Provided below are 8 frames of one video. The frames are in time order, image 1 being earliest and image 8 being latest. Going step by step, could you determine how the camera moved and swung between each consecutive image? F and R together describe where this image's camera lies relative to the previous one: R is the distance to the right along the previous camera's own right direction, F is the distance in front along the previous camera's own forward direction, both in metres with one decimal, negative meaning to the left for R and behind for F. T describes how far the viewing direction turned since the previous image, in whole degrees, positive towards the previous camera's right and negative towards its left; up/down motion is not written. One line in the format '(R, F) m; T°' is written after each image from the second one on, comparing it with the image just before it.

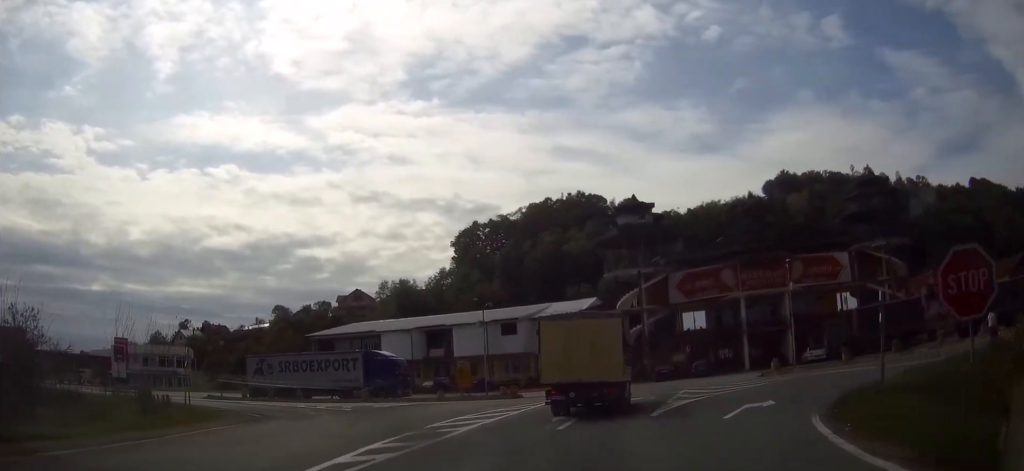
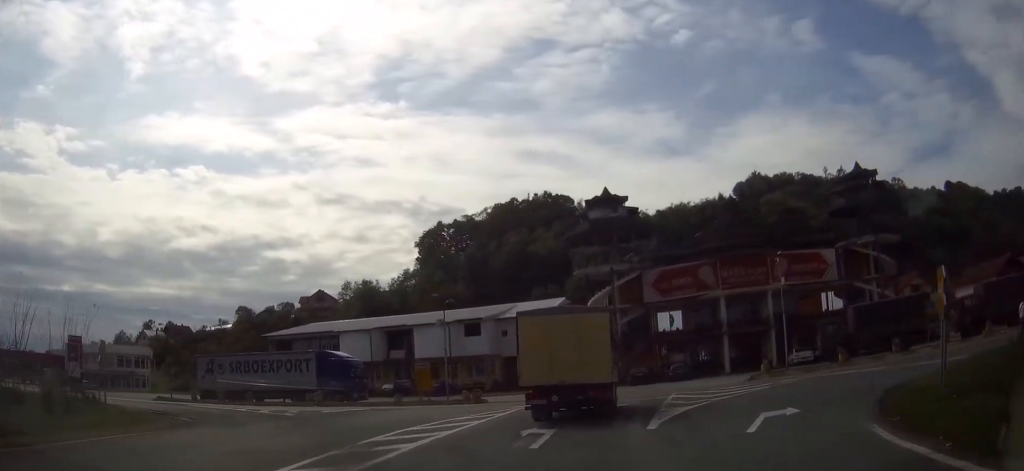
(+0.1, +3.8) m; +3°
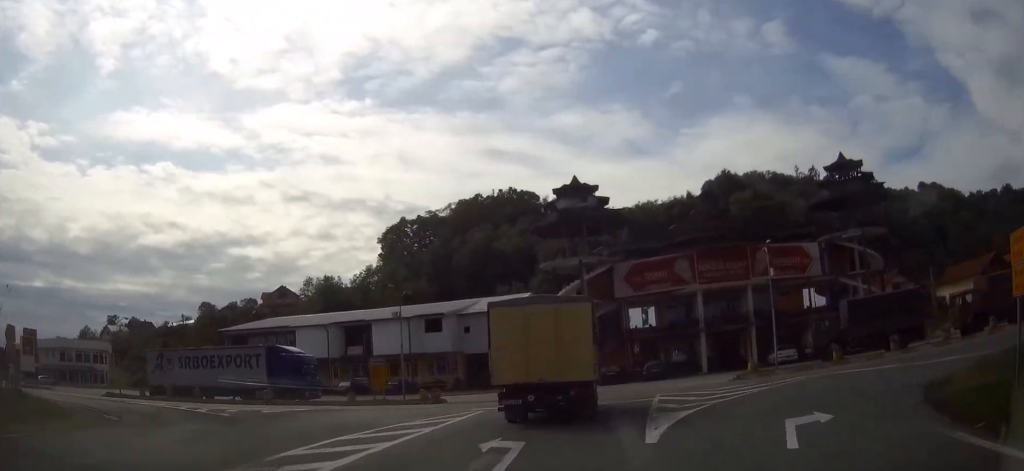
(0.0, +3.1) m; +1°
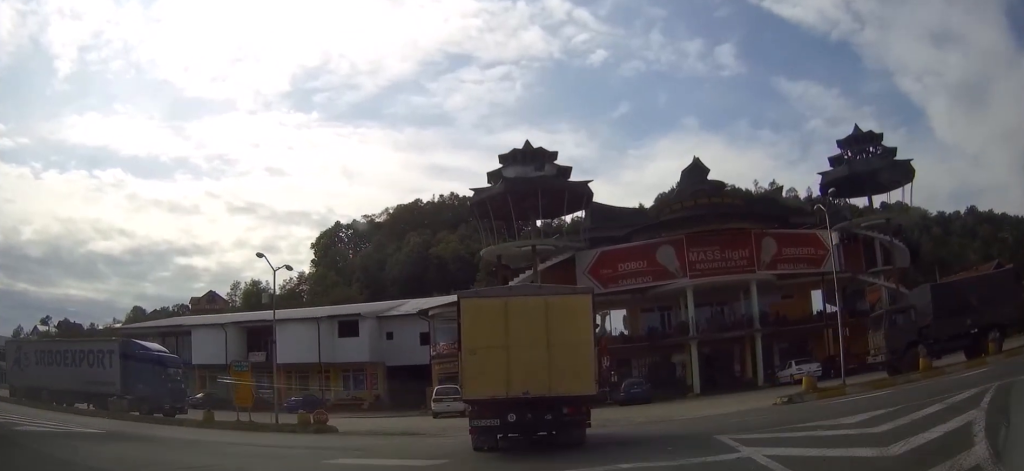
(+0.4, +12.7) m; +1°
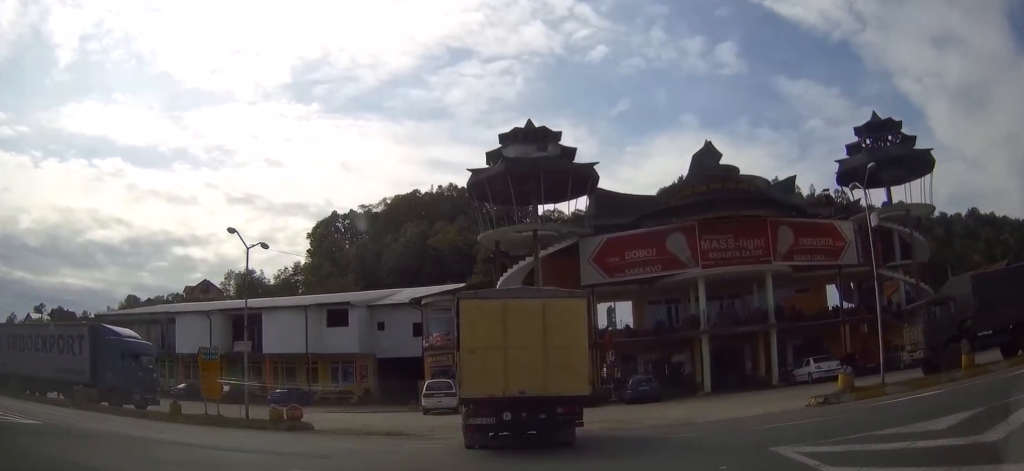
(0.0, +2.5) m; -1°
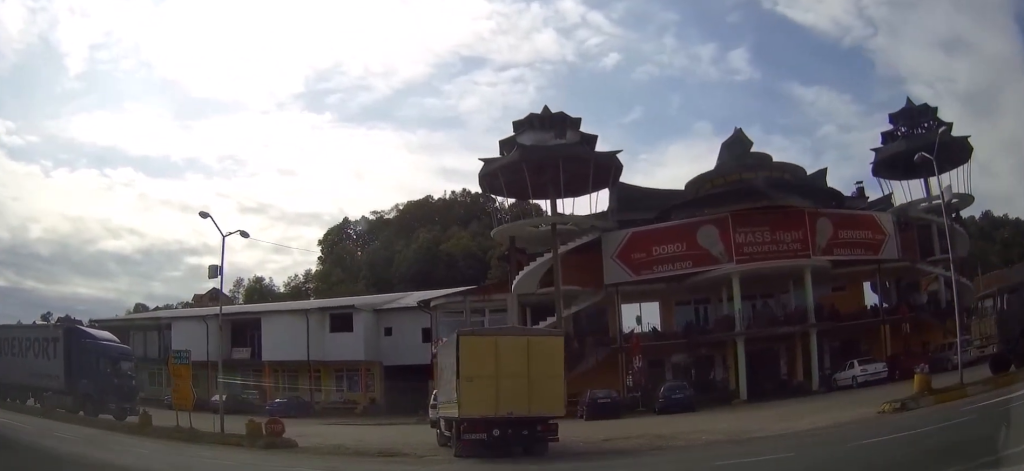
(0.0, +3.5) m; -1°
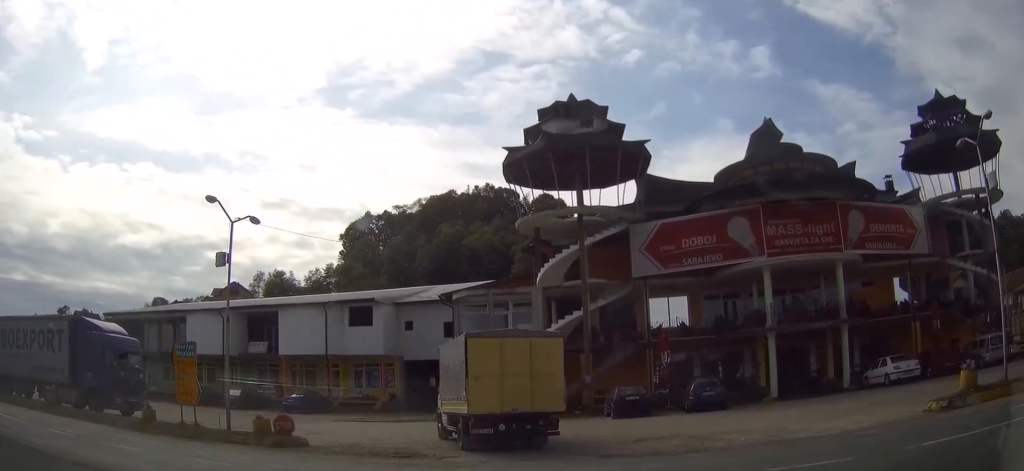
(0.0, +1.6) m; -5°
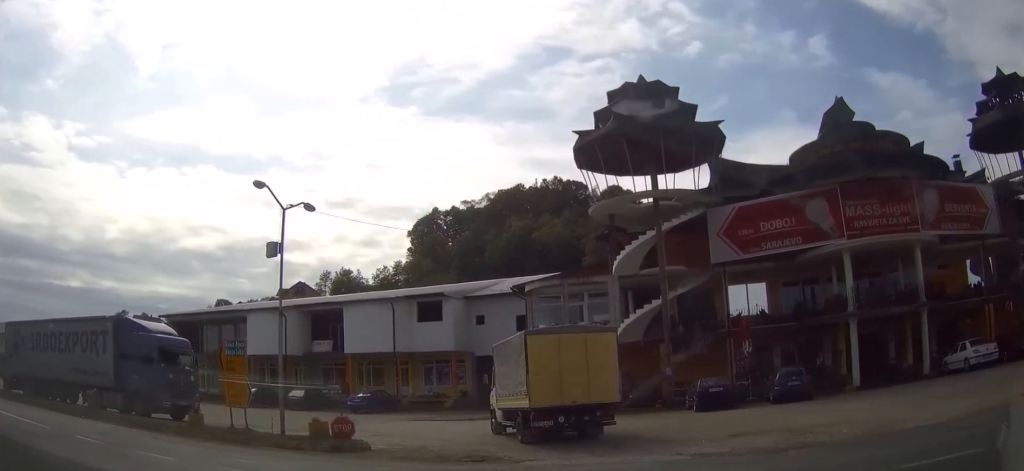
(0.0, +1.8) m; -6°
